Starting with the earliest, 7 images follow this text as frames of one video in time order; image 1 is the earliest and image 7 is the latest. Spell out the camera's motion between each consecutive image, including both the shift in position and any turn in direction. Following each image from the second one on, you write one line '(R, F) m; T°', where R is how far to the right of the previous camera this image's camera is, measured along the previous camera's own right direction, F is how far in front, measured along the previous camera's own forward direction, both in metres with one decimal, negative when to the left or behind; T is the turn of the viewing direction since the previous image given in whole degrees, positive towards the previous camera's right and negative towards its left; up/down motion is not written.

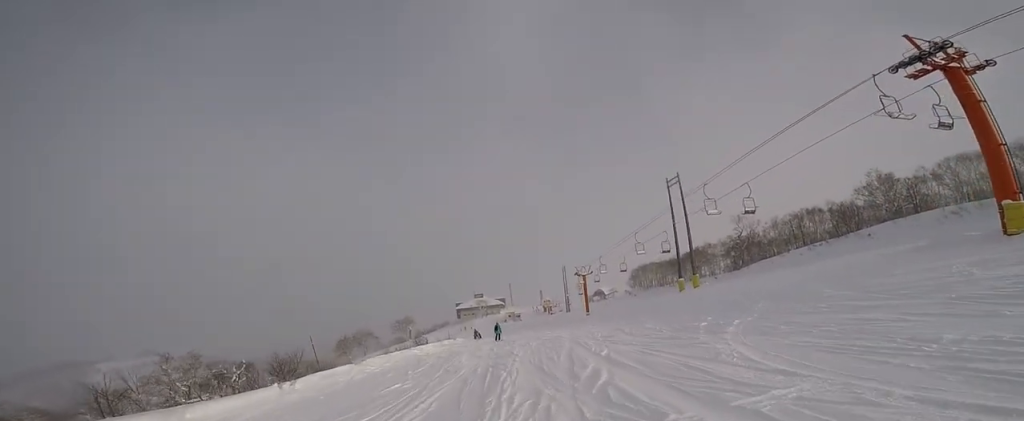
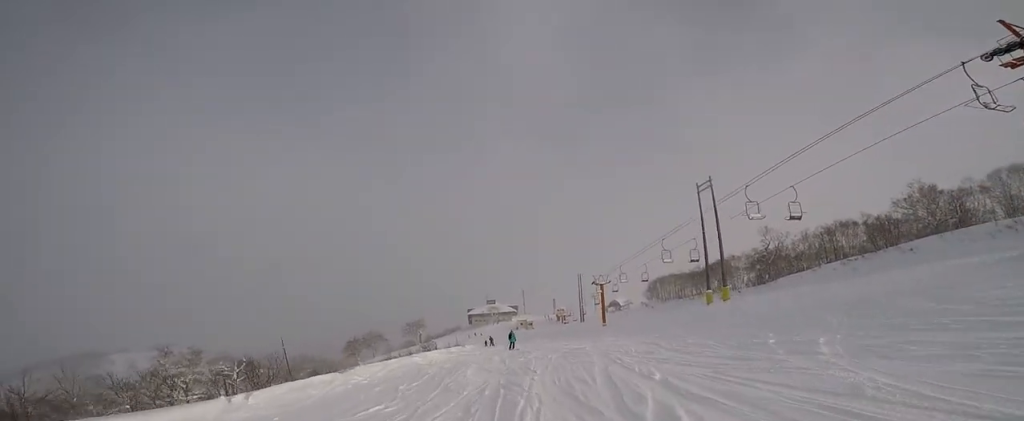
(-0.4, +2.9) m; +6°
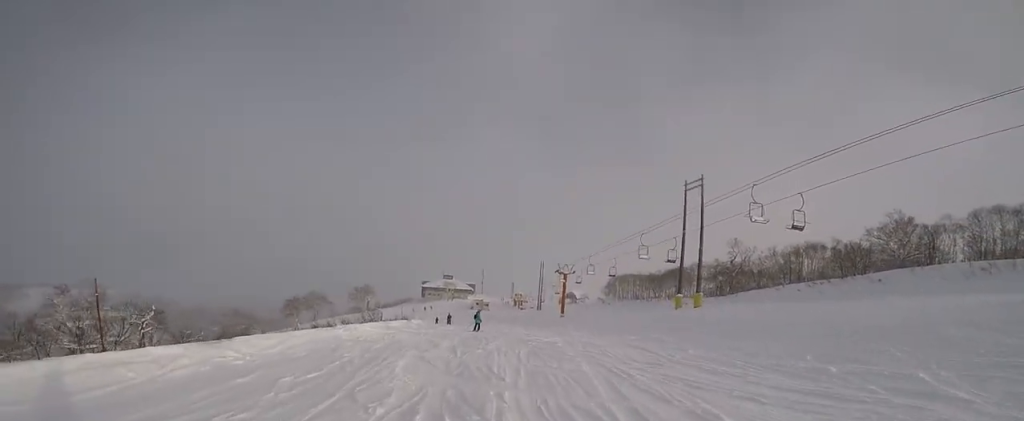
(-0.1, +3.8) m; +13°
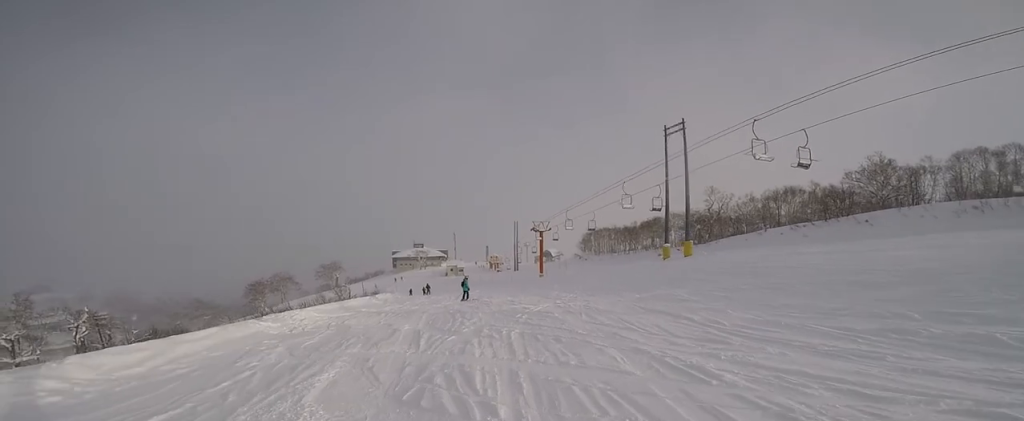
(+1.4, +3.4) m; +13°
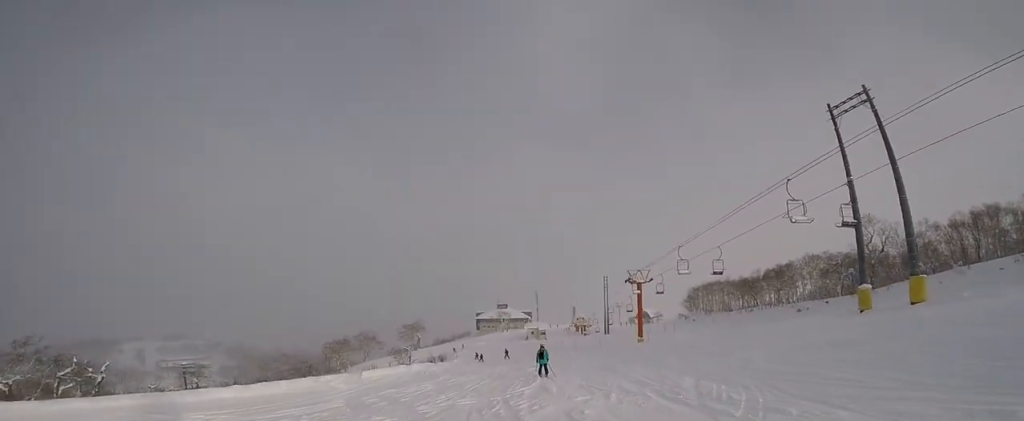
(-3.7, +14.1) m; -17°
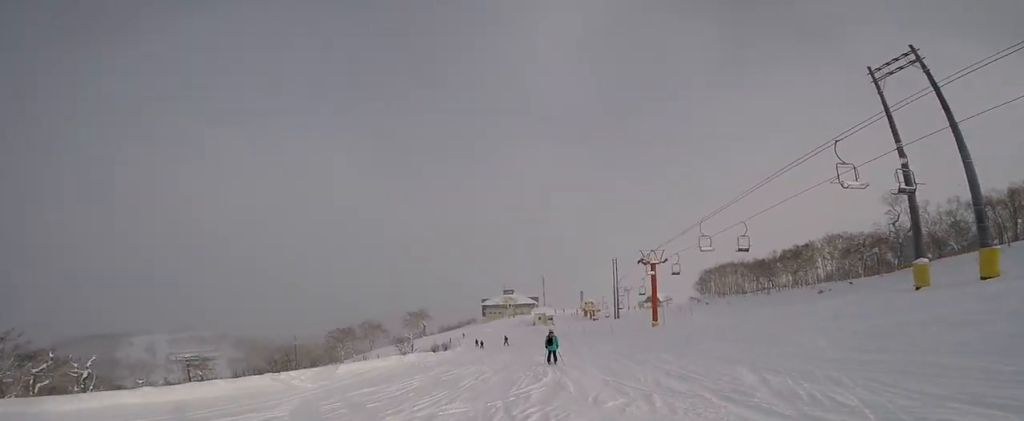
(0.0, +3.3) m; 0°
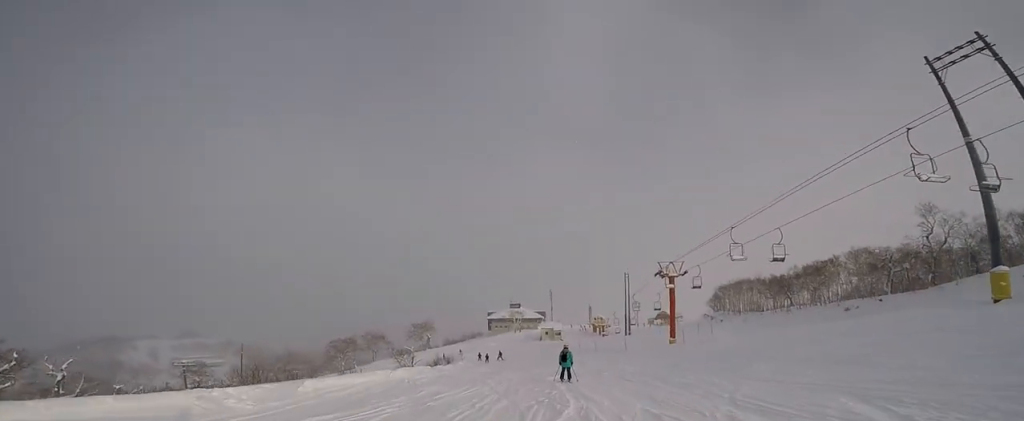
(0.0, +3.4) m; 0°
